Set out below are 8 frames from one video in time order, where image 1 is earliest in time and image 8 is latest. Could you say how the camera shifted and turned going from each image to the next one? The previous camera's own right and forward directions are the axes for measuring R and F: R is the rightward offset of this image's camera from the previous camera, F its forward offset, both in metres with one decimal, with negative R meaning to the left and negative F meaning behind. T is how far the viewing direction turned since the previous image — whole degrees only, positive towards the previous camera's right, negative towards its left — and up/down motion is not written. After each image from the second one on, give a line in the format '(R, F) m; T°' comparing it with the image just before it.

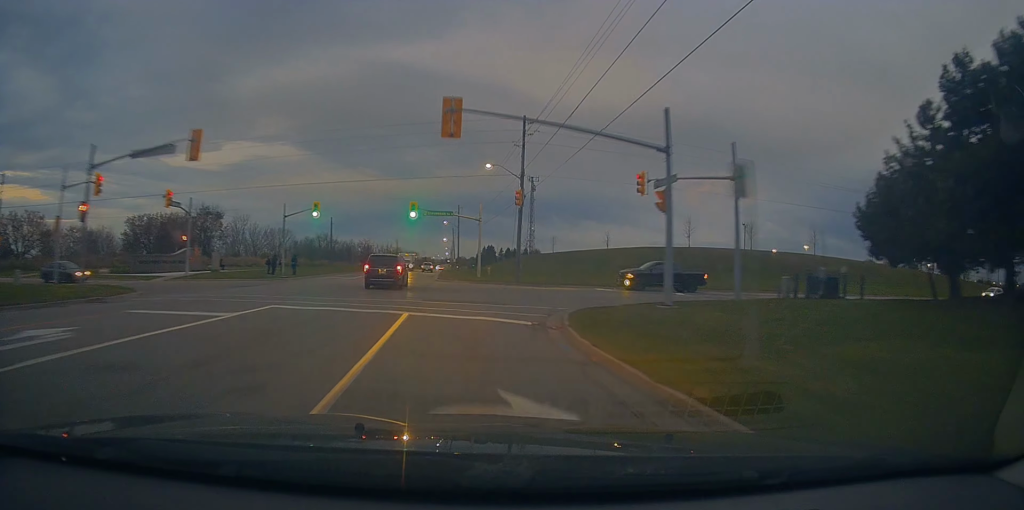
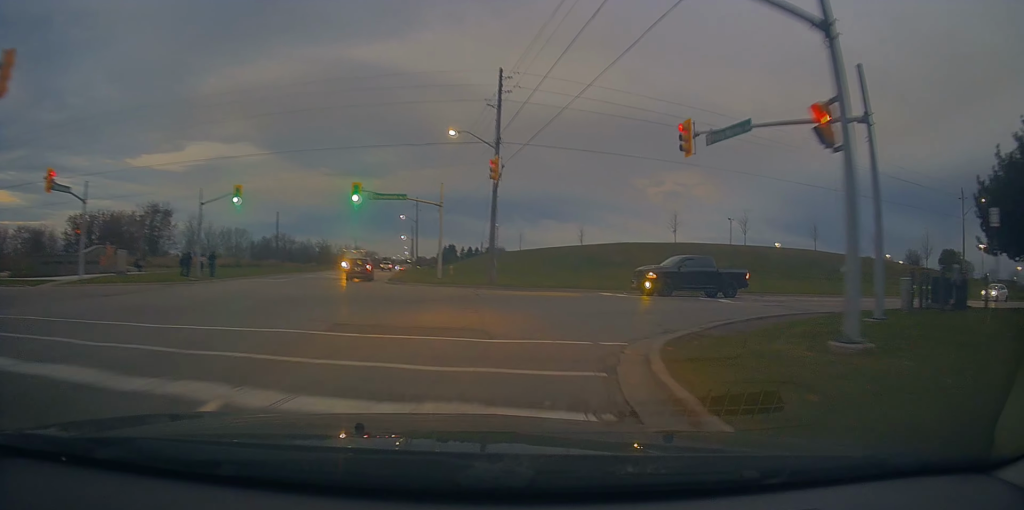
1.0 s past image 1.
(+0.8, +8.8) m; +13°
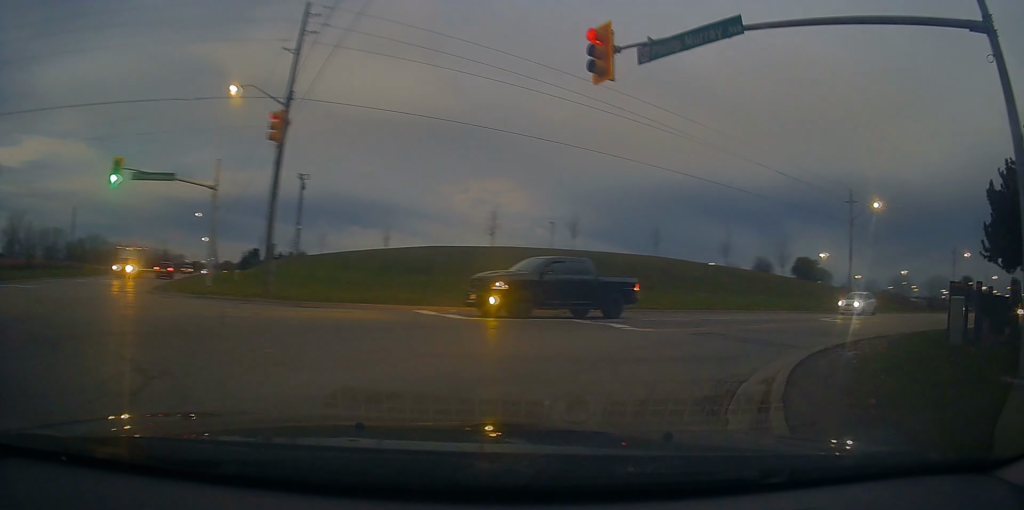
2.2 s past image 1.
(+1.4, +7.7) m; +28°
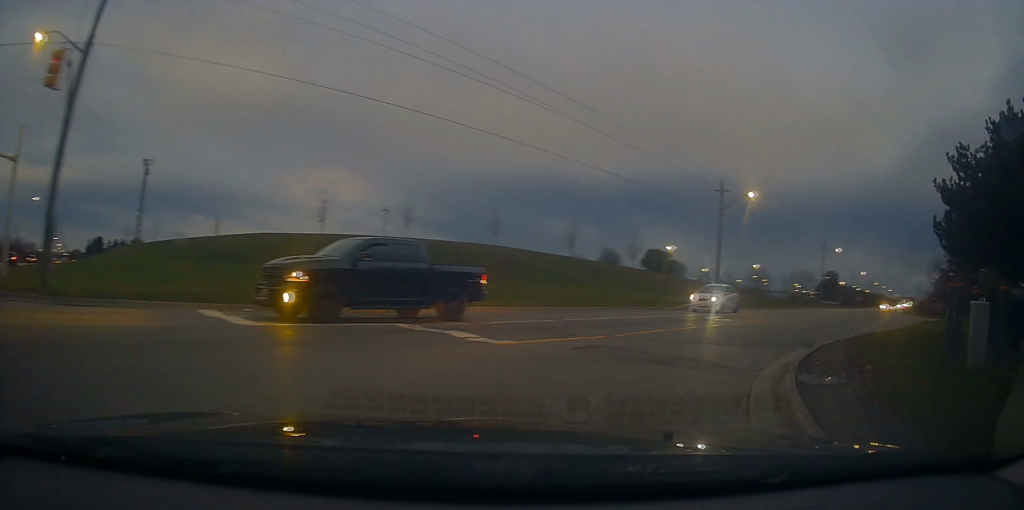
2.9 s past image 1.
(+0.8, +4.3) m; +15°
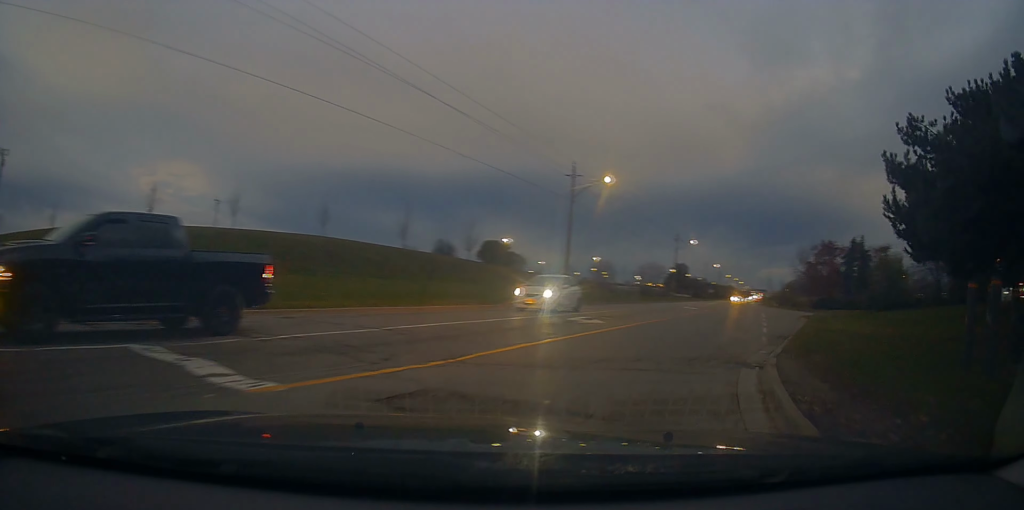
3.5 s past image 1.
(+0.7, +4.7) m; +12°
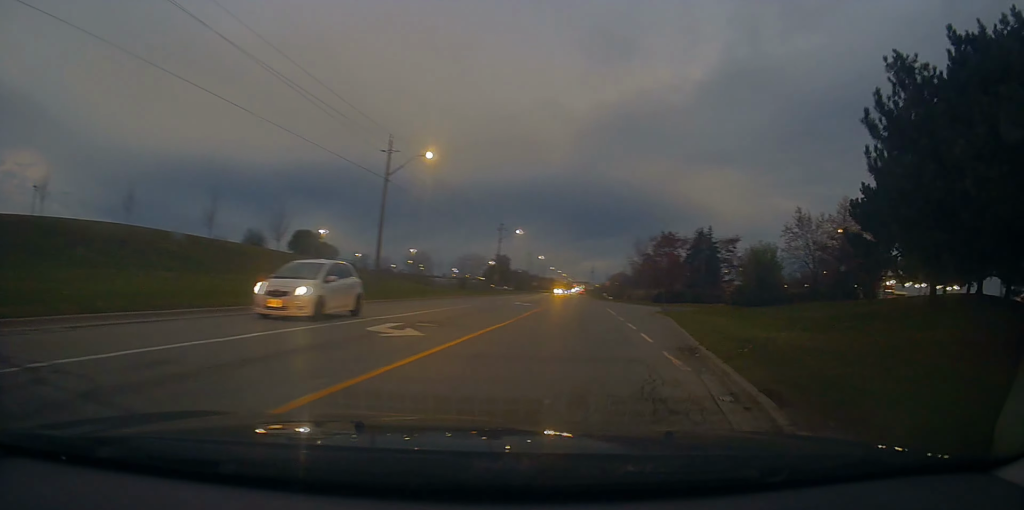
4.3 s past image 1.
(+0.3, +6.7) m; +9°
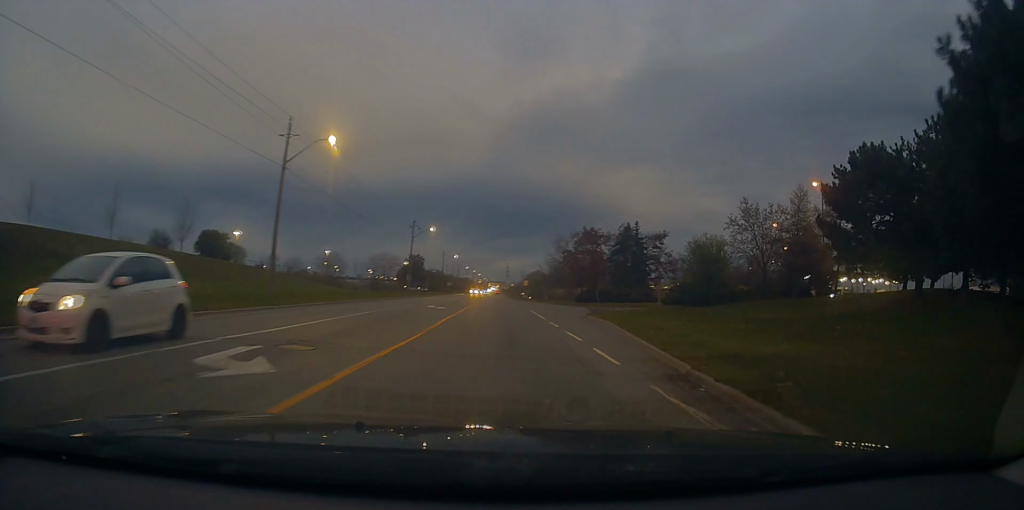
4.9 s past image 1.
(+0.4, +5.2) m; +4°
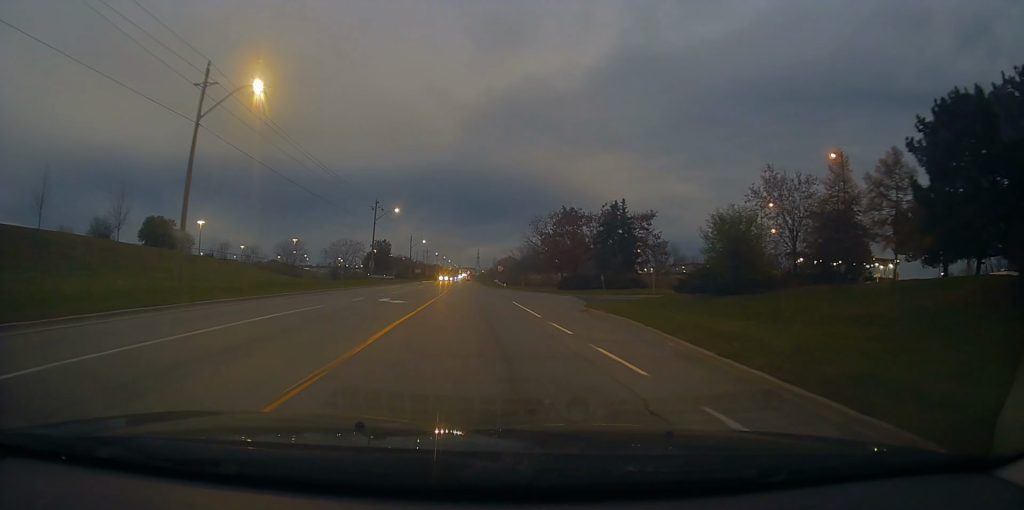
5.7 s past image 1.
(+0.5, +8.5) m; +3°
